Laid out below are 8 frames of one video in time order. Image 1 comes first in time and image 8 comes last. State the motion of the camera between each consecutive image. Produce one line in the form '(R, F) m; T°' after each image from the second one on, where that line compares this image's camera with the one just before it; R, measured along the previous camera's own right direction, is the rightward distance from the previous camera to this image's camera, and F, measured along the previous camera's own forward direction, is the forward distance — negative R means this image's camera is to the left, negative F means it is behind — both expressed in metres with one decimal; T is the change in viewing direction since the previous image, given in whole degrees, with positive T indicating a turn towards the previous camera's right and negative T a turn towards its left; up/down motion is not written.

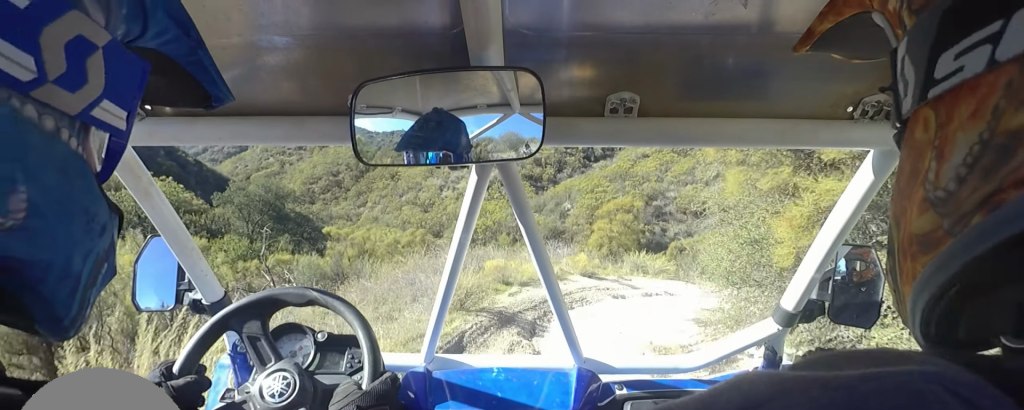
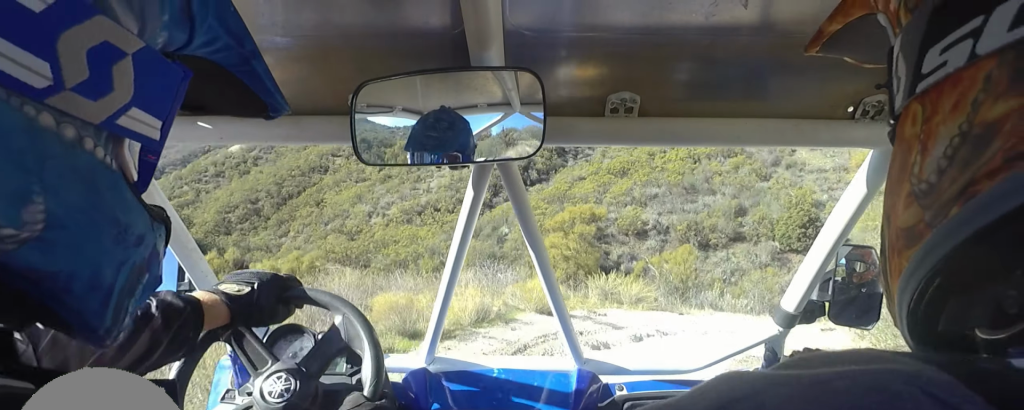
(+0.4, +3.4) m; +24°
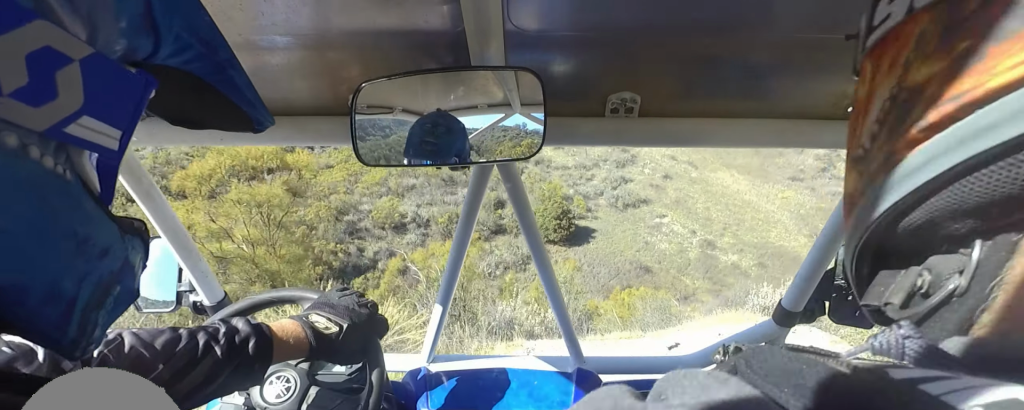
(+1.7, +5.5) m; +17°
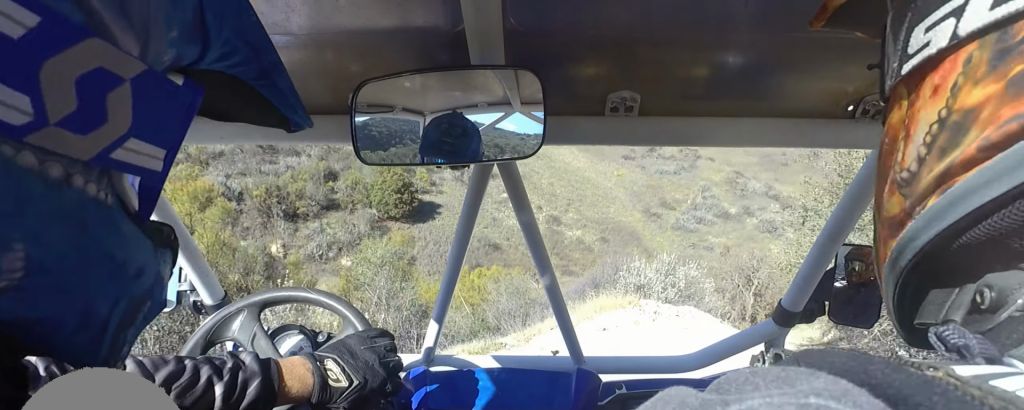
(0.0, +3.5) m; +15°
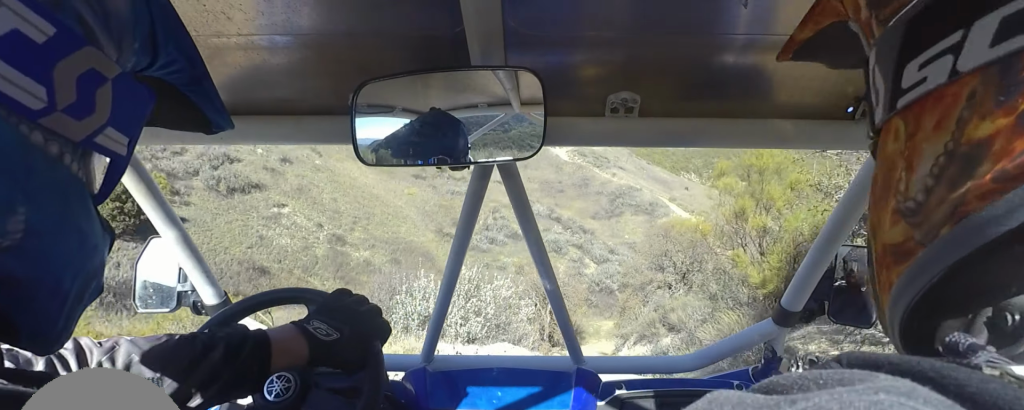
(+1.3, +4.2) m; +42°
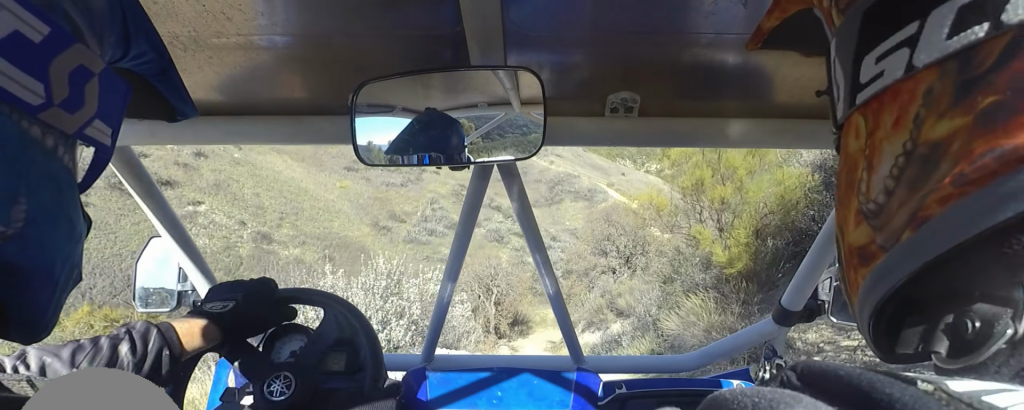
(+0.4, +1.6) m; 0°
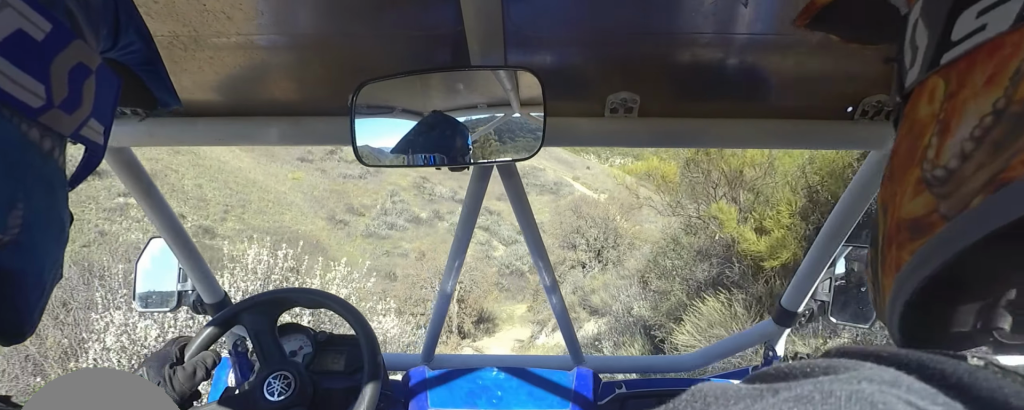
(+0.7, +2.6) m; -1°
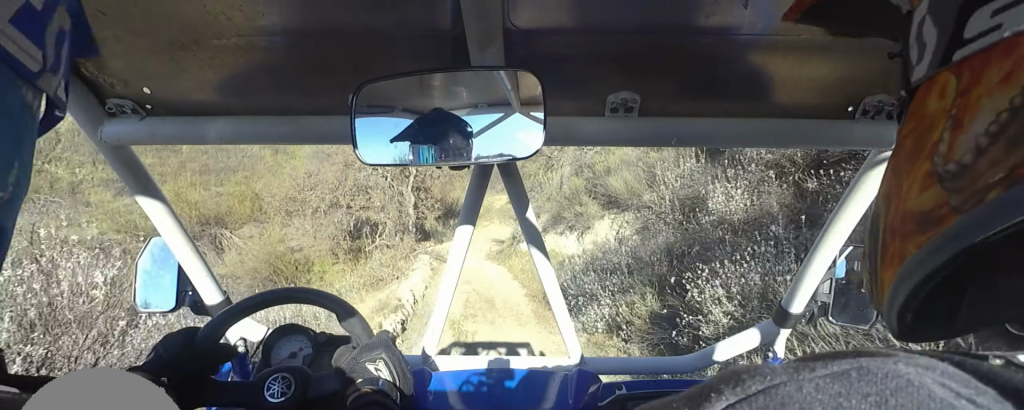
(-0.4, +7.9) m; -1°
